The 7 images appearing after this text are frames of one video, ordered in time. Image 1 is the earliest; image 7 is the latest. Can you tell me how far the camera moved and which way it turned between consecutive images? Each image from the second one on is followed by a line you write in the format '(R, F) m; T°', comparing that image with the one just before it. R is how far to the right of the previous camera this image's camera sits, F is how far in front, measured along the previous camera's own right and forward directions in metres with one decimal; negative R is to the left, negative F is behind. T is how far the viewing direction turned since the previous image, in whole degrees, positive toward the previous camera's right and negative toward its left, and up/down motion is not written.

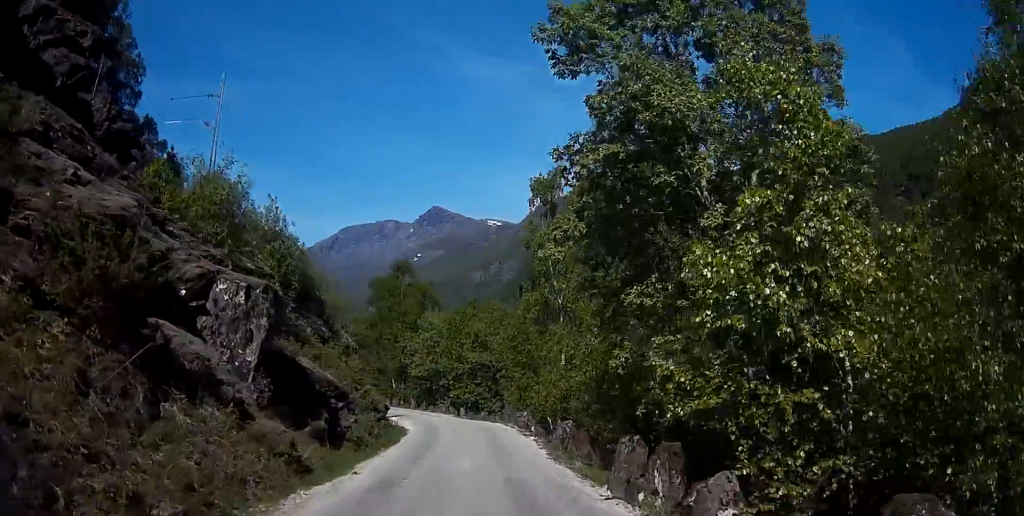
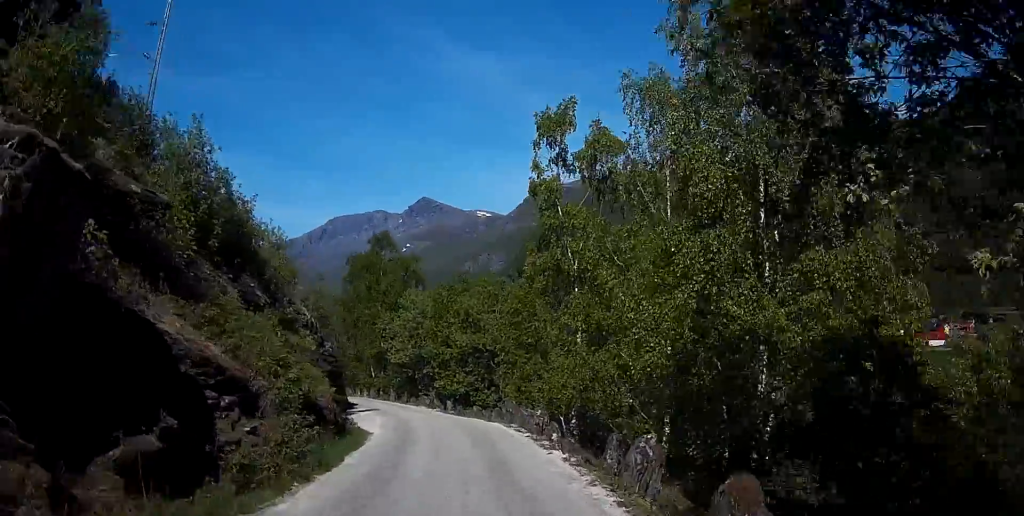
(0.0, +7.4) m; 0°
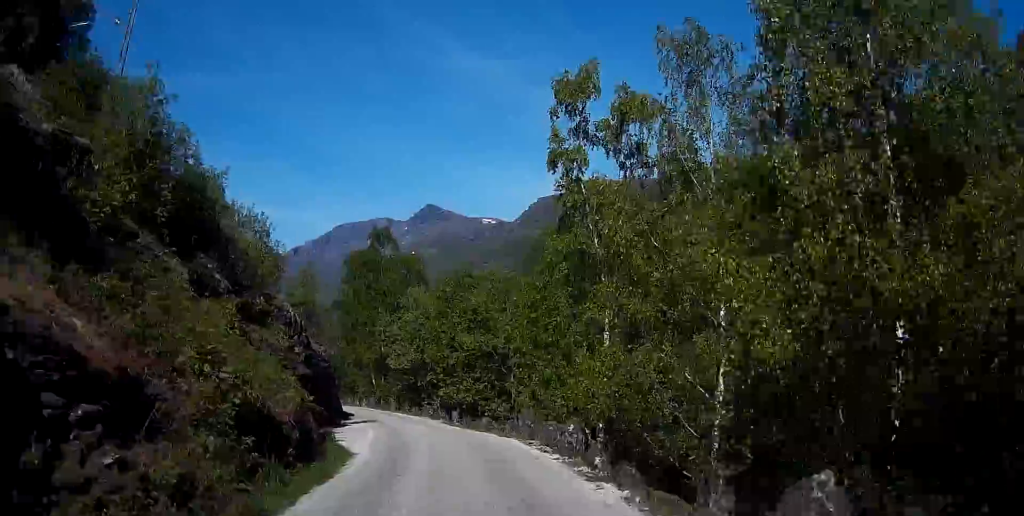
(0.0, +4.1) m; -4°
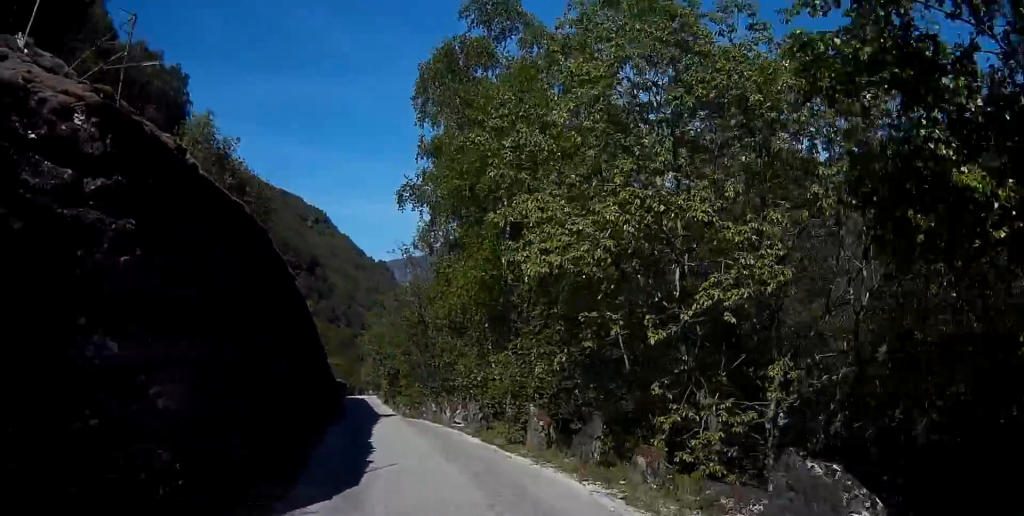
(-15.3, +27.0) m; -41°
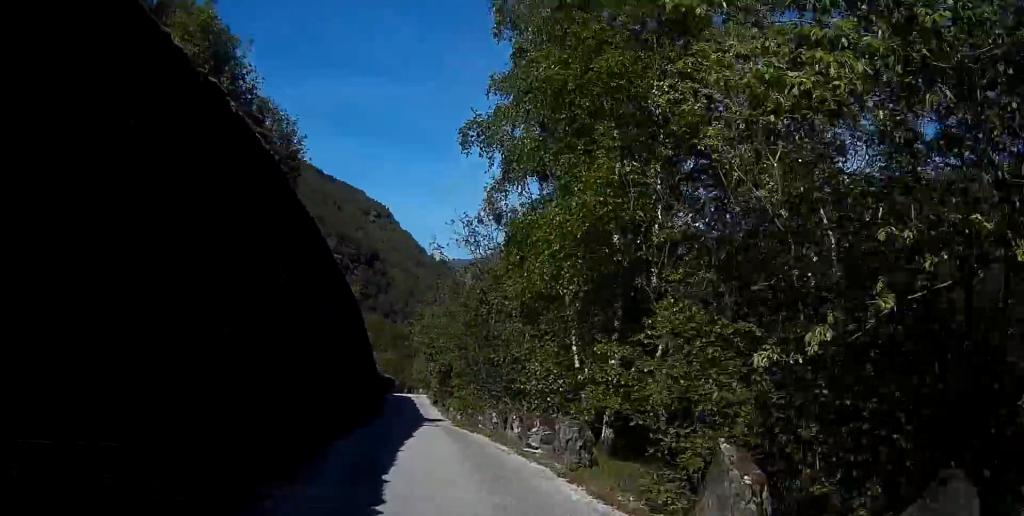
(+0.3, +7.5) m; +4°
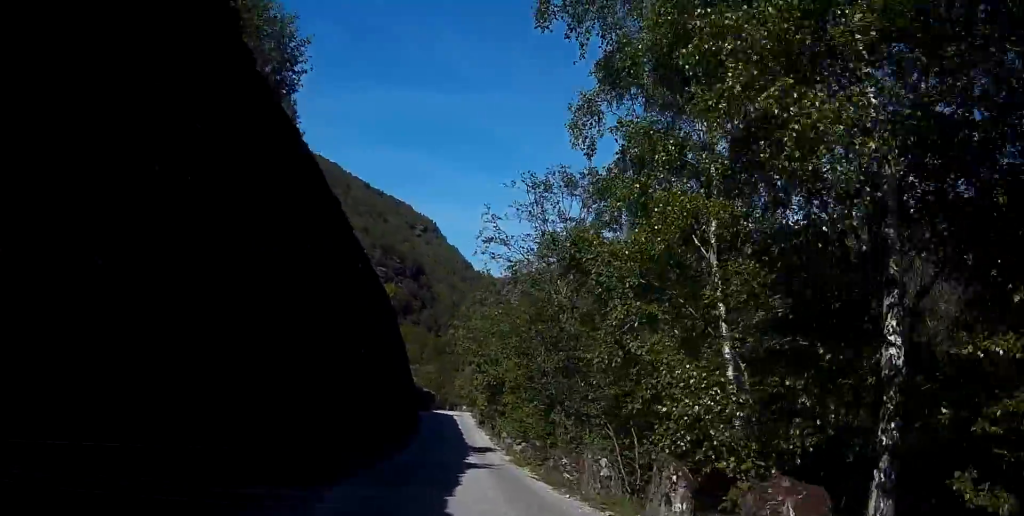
(+0.4, +8.9) m; +5°
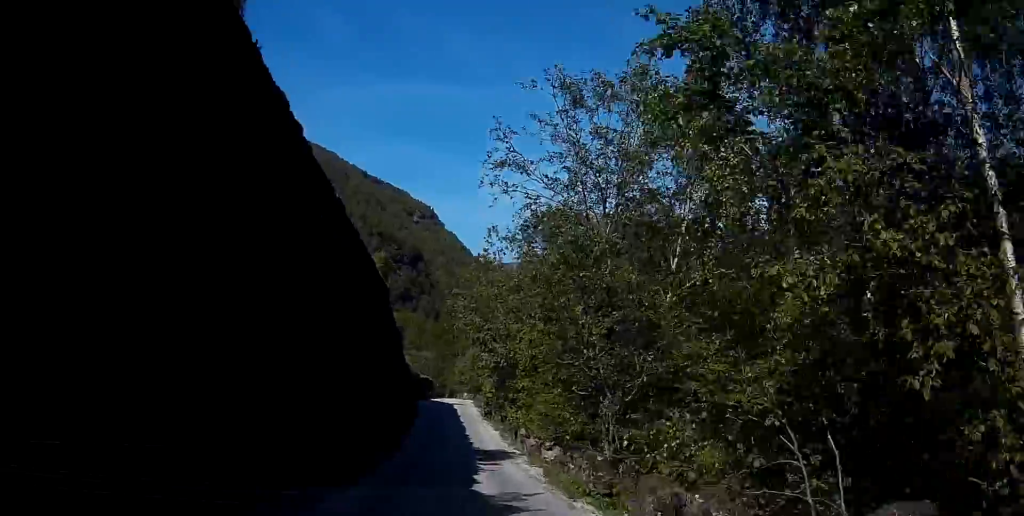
(+0.3, +7.4) m; +2°
